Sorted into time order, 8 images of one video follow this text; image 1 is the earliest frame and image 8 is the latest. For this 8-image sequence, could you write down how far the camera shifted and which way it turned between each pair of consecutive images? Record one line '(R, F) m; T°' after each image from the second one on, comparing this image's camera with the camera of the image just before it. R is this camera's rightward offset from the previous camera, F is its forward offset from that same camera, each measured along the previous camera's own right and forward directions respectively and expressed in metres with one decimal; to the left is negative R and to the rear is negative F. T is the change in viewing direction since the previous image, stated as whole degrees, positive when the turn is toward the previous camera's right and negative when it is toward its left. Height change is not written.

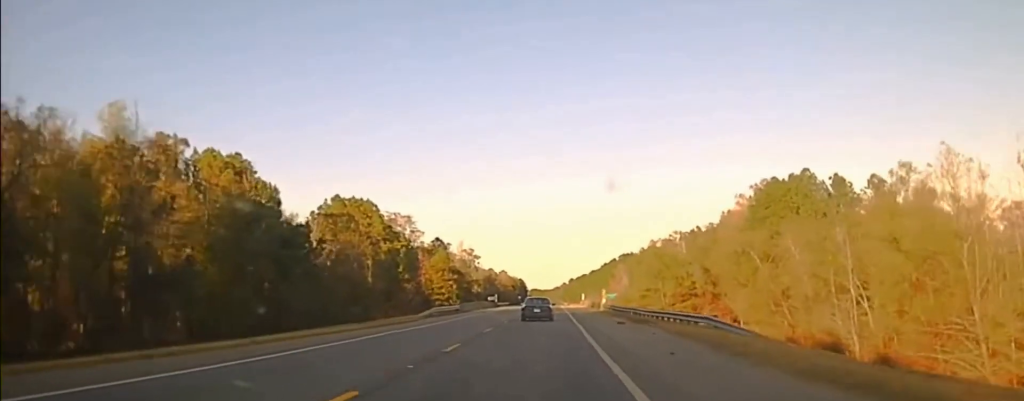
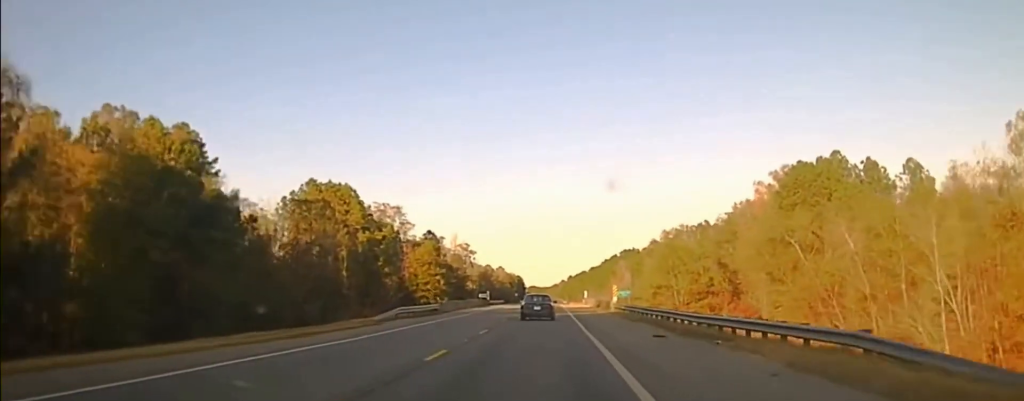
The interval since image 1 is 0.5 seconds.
(+0.1, +14.3) m; 0°
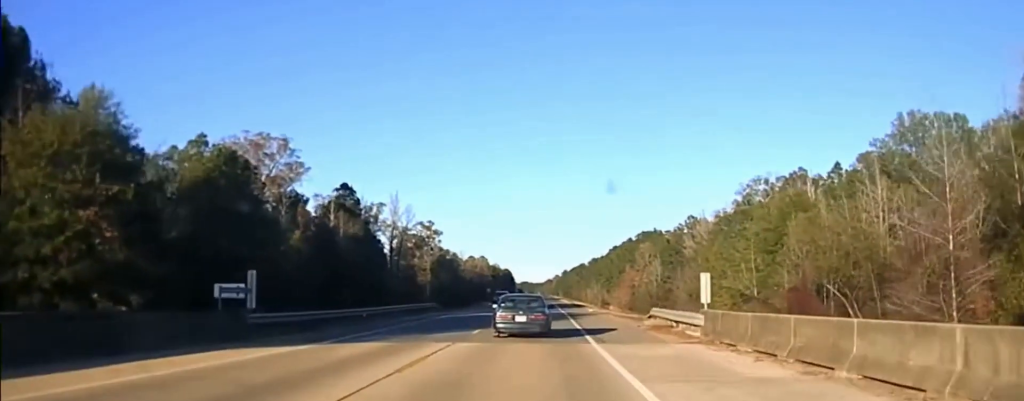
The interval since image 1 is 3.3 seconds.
(+0.1, +99.9) m; 0°
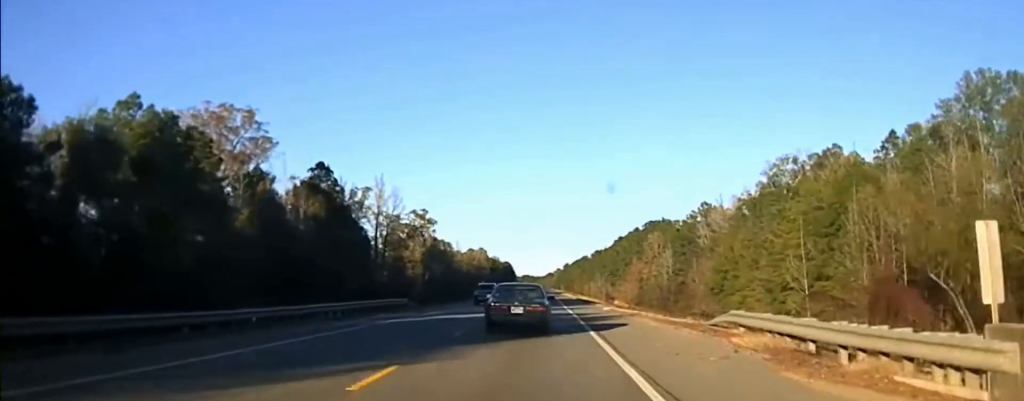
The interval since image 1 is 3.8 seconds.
(0.0, +20.2) m; 0°
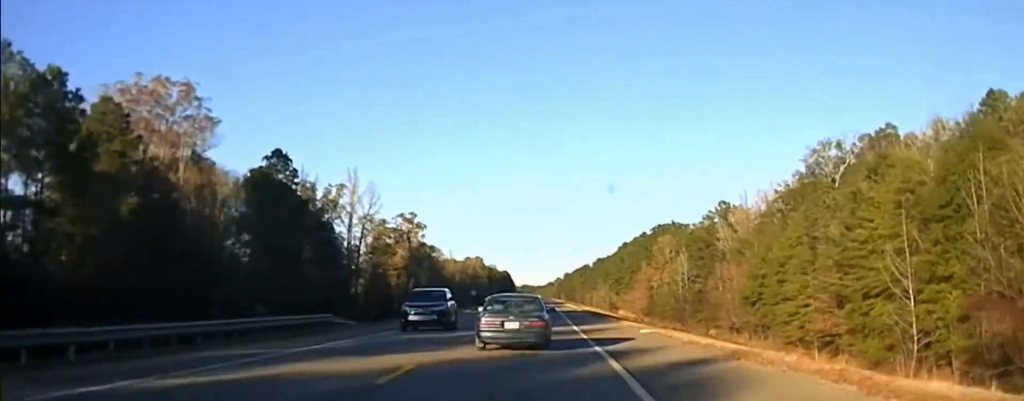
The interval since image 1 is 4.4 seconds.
(0.0, +22.7) m; 0°
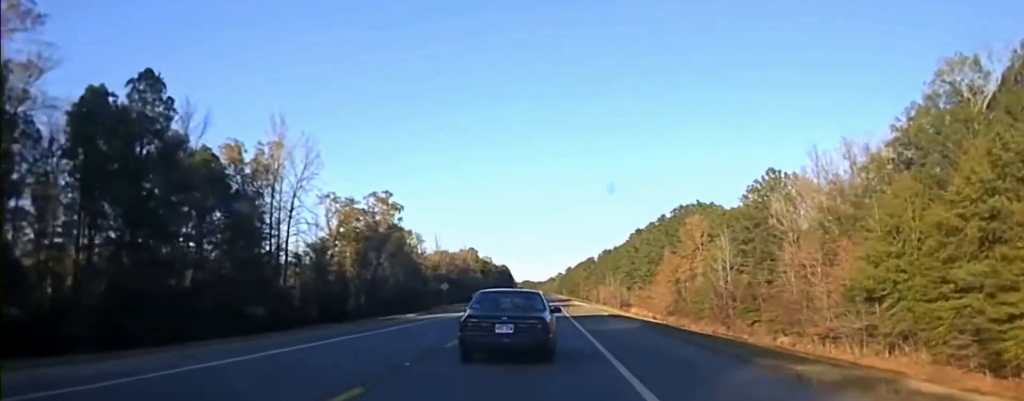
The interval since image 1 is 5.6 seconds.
(-0.1, +39.7) m; 0°
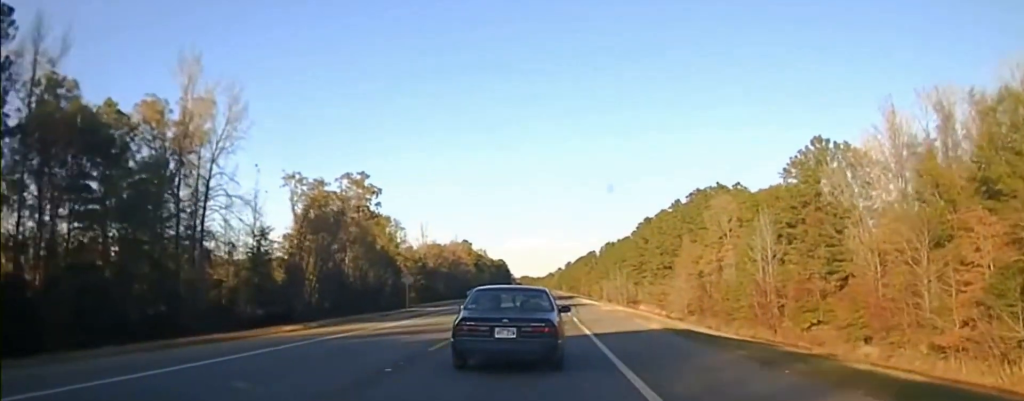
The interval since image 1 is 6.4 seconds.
(0.0, +25.2) m; 0°
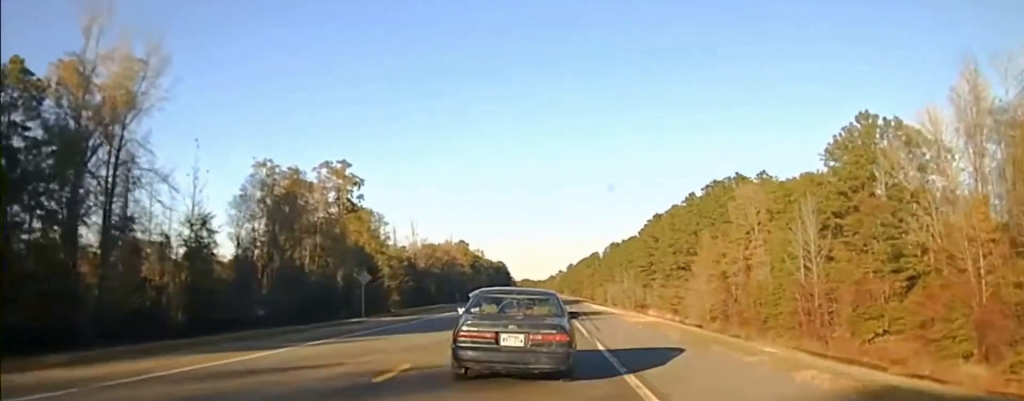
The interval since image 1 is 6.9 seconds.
(0.0, +17.3) m; 0°
